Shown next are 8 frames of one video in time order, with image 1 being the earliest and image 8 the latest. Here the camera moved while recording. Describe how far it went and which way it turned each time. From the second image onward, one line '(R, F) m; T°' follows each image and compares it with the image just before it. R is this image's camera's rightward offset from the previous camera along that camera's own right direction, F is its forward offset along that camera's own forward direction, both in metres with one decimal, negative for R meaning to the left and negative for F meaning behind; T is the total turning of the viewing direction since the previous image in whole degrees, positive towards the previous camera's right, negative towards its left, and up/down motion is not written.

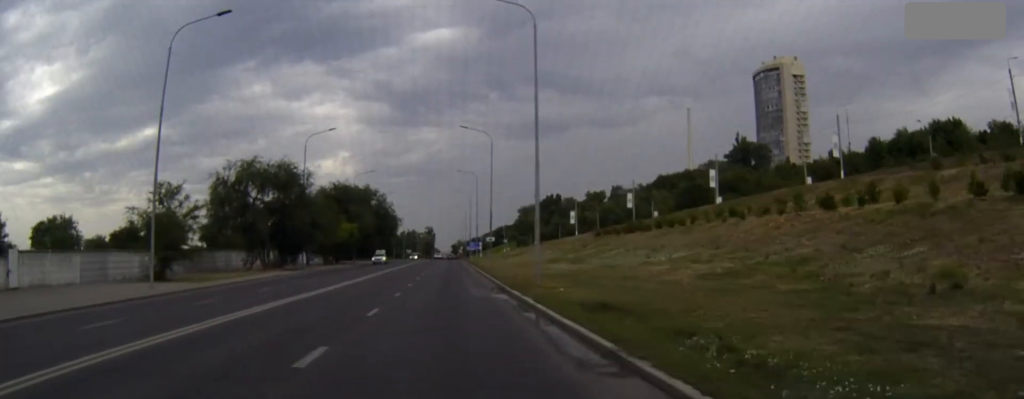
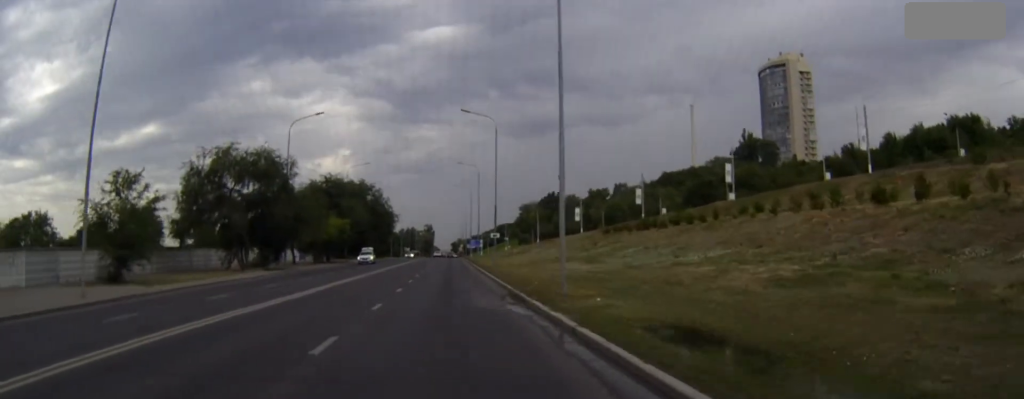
(0.0, +6.9) m; 0°
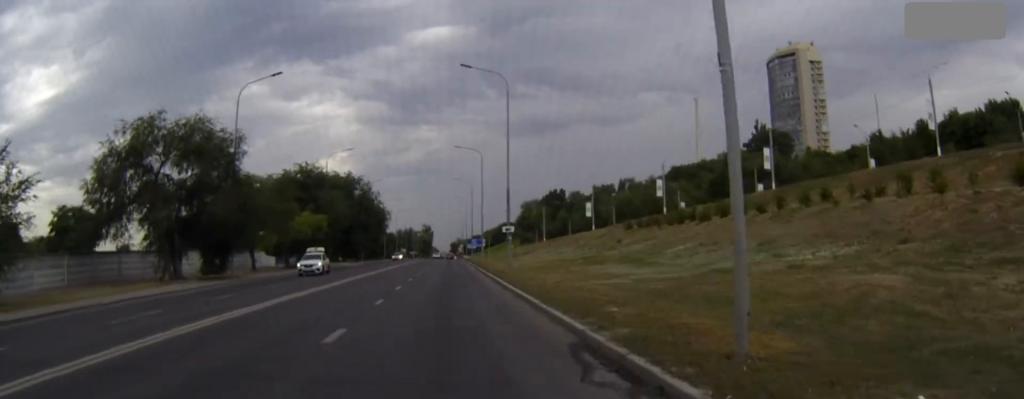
(0.0, +14.7) m; 0°
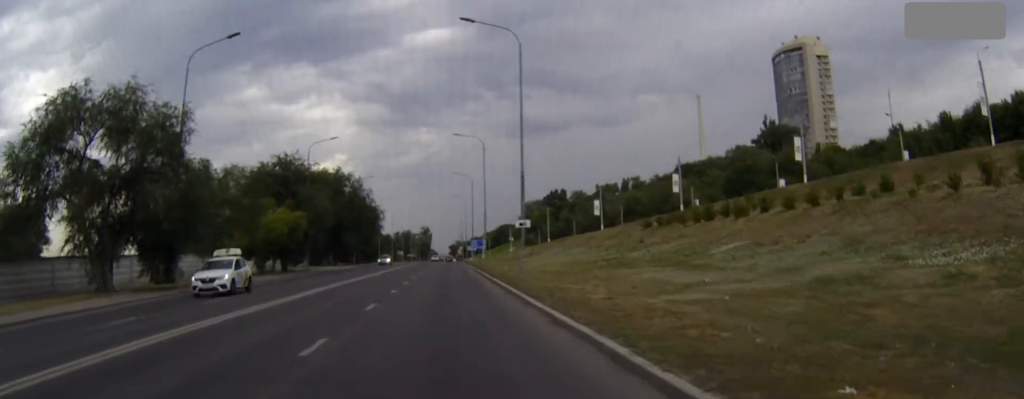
(0.0, +9.5) m; 0°
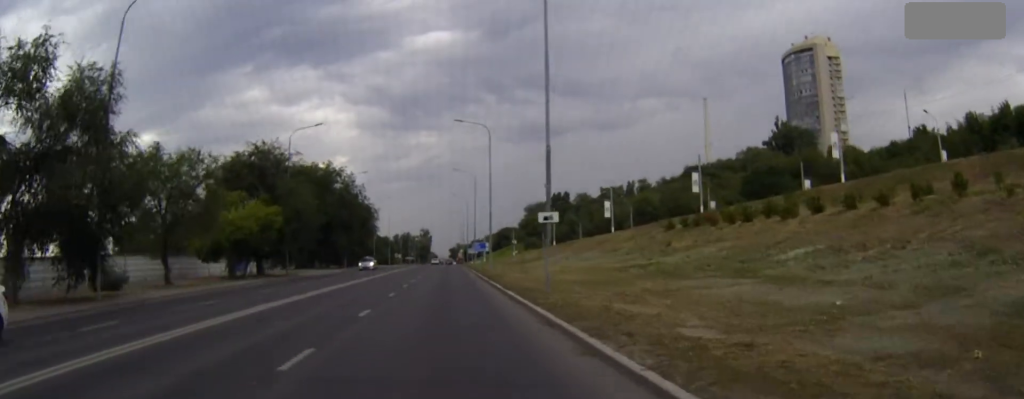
(0.0, +9.0) m; 0°
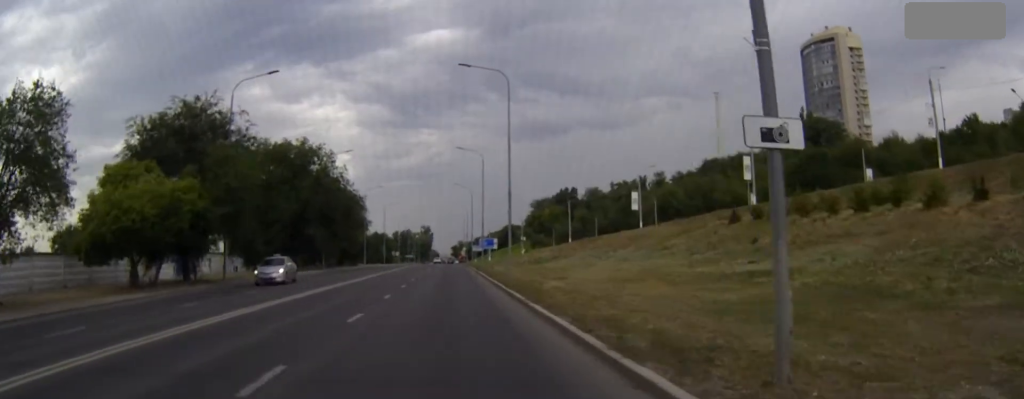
(0.0, +17.9) m; 0°
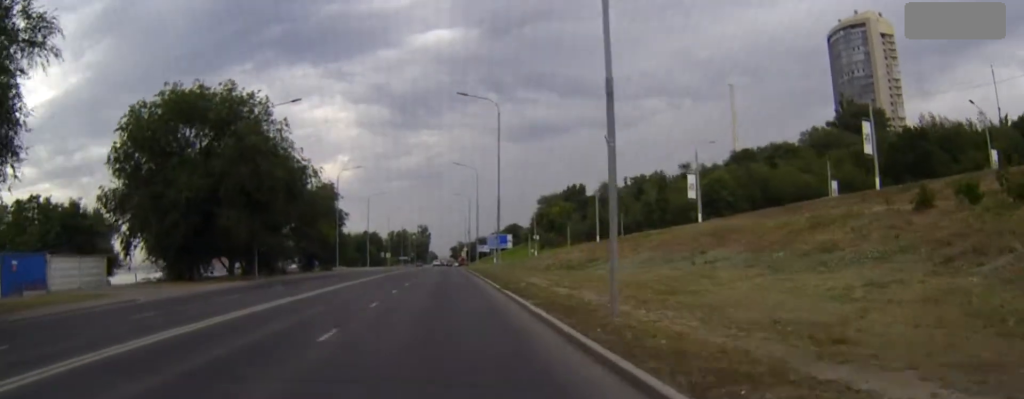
(-0.1, +27.3) m; 0°
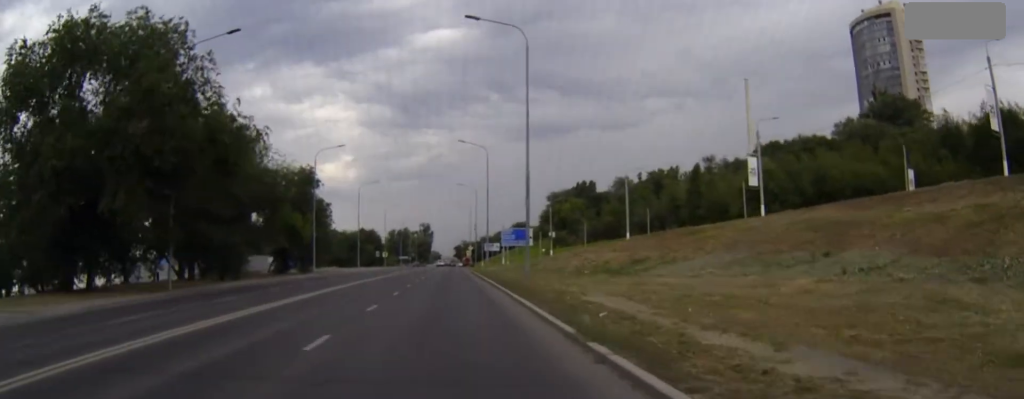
(0.0, +17.1) m; 0°
